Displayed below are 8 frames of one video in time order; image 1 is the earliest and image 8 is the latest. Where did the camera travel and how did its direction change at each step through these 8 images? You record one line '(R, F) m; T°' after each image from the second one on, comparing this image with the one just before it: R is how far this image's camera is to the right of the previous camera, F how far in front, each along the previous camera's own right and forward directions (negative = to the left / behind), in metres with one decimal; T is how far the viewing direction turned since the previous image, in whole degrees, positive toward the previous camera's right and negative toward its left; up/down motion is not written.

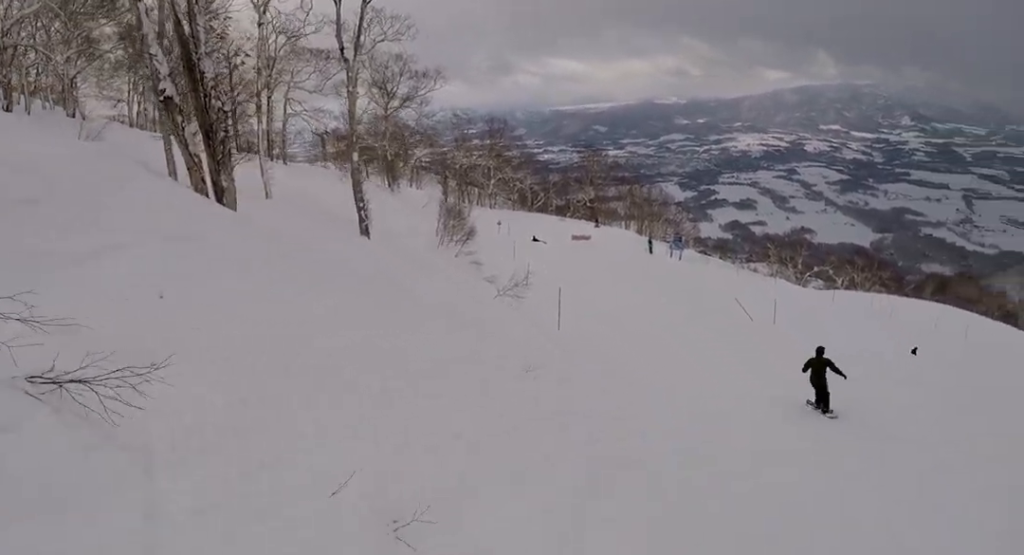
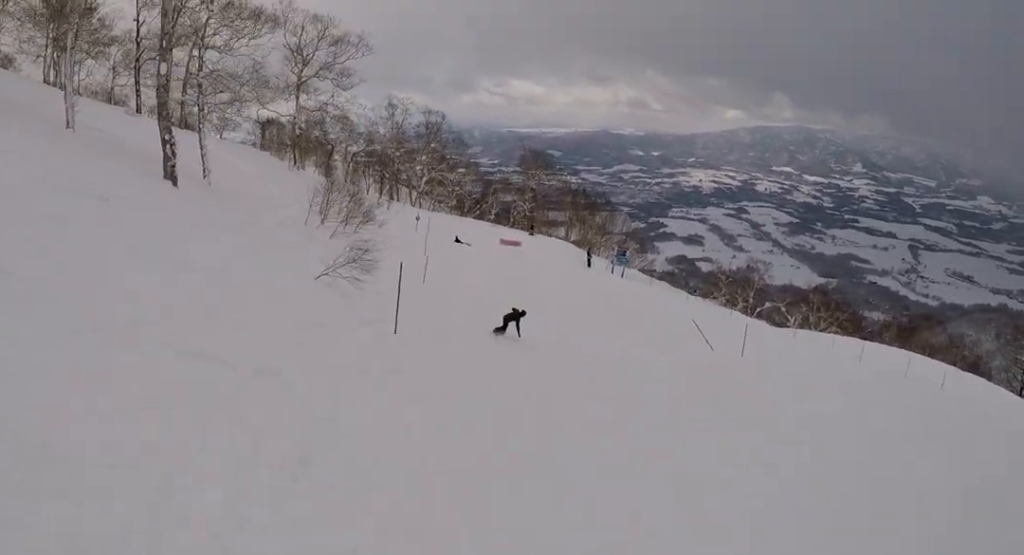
(+1.6, +10.8) m; +4°
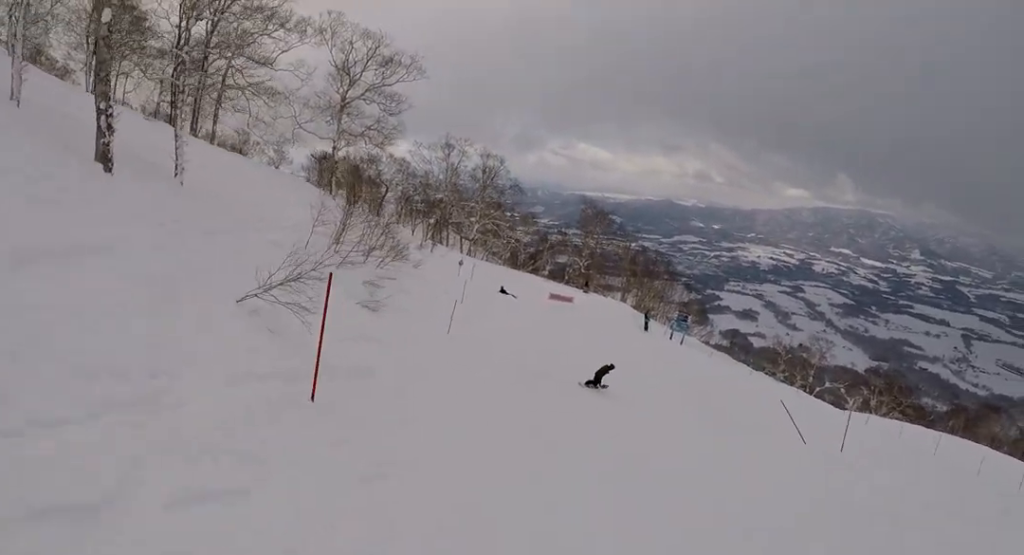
(-0.4, +5.8) m; -5°
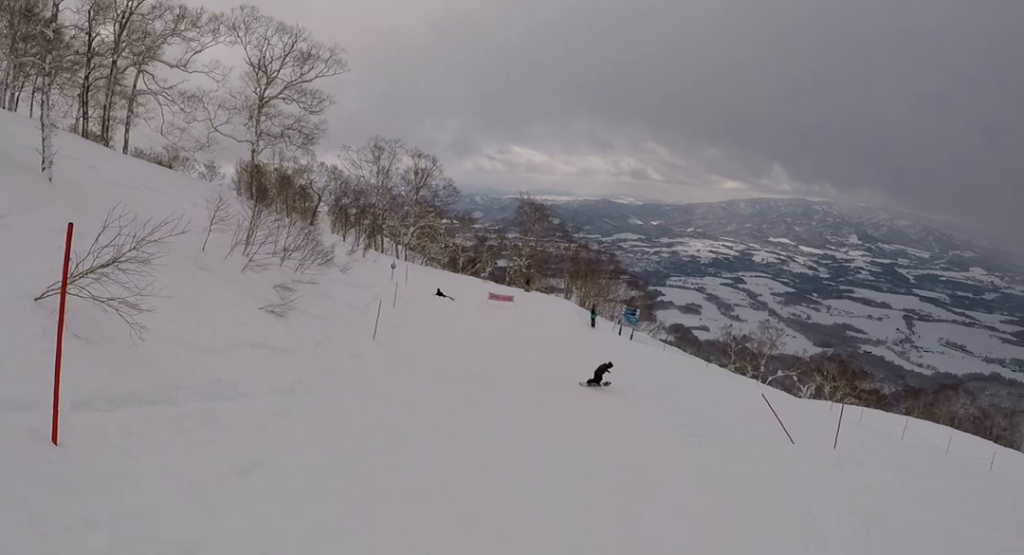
(0.0, +3.0) m; -1°
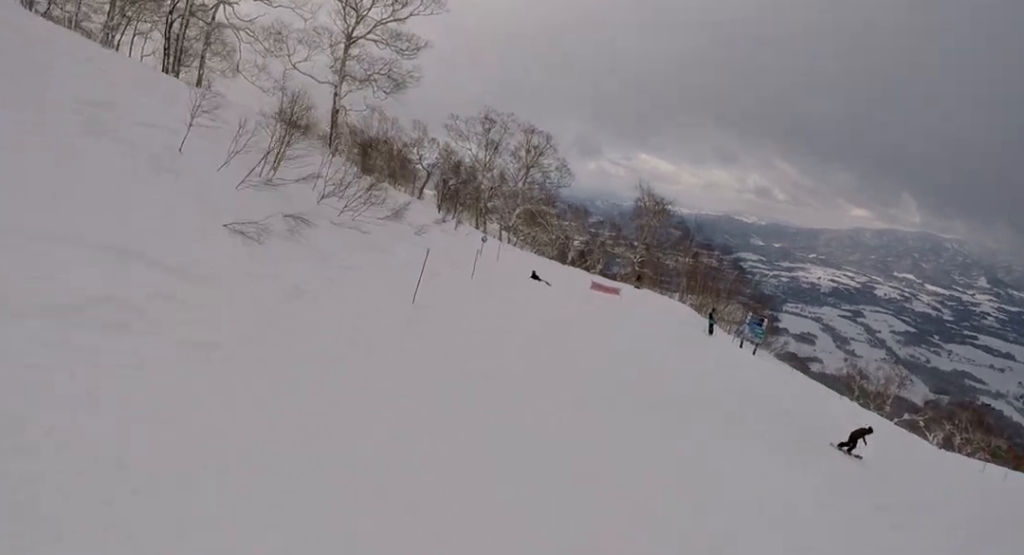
(-0.2, +6.4) m; -5°
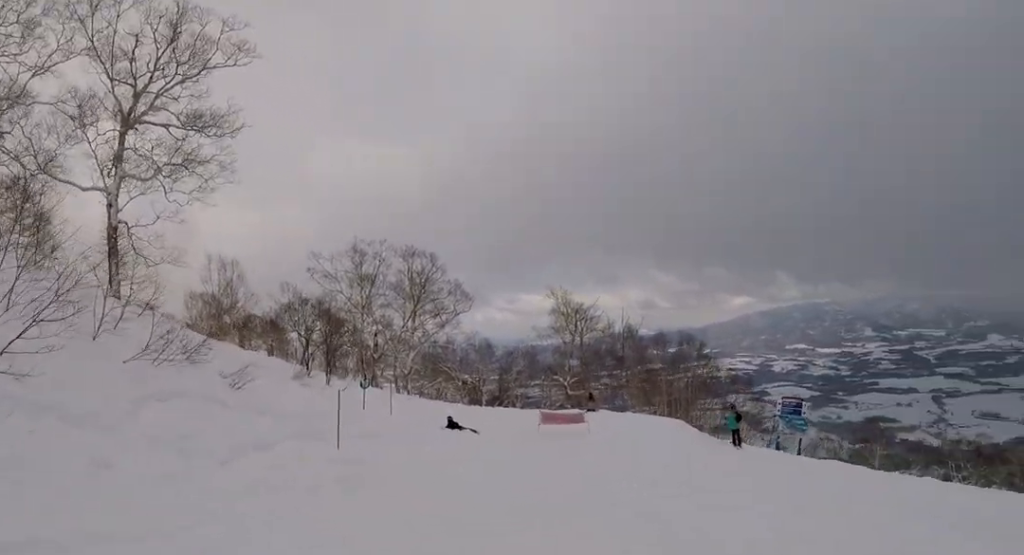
(-0.5, +14.7) m; +8°
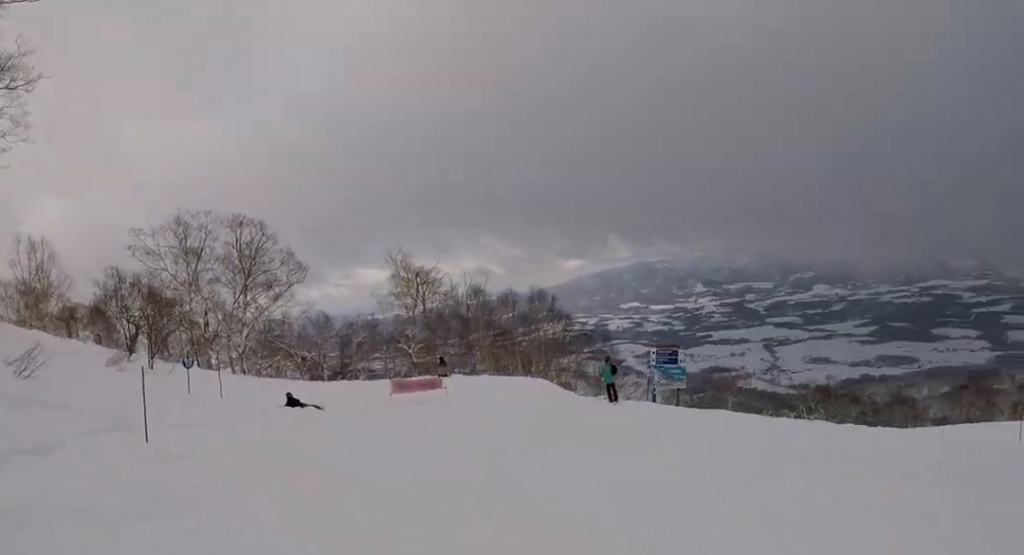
(0.0, +3.0) m; +7°
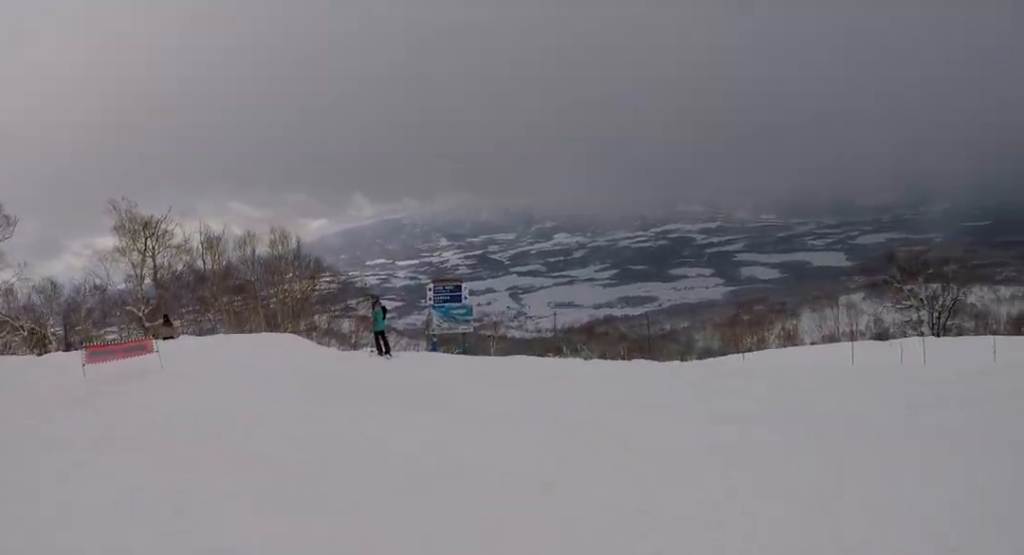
(+0.9, +5.5) m; +9°
